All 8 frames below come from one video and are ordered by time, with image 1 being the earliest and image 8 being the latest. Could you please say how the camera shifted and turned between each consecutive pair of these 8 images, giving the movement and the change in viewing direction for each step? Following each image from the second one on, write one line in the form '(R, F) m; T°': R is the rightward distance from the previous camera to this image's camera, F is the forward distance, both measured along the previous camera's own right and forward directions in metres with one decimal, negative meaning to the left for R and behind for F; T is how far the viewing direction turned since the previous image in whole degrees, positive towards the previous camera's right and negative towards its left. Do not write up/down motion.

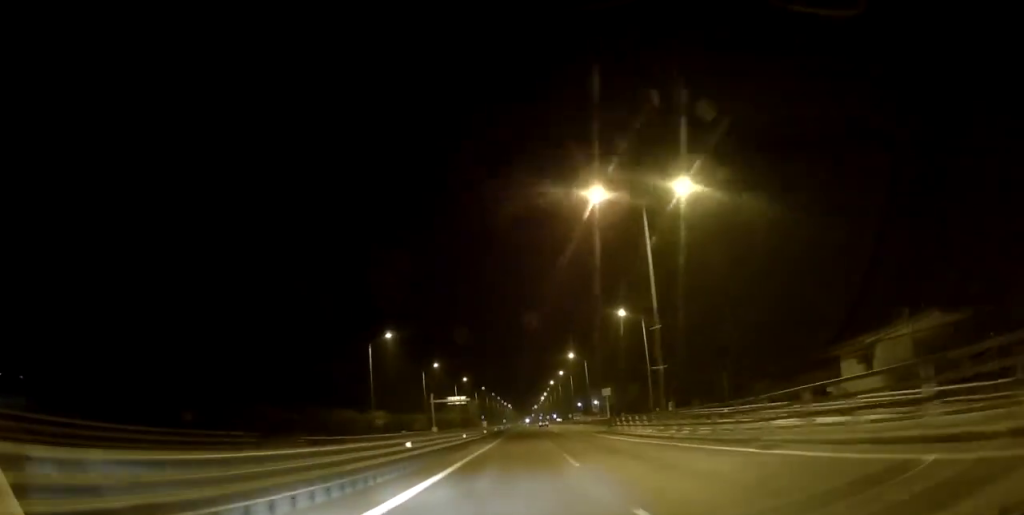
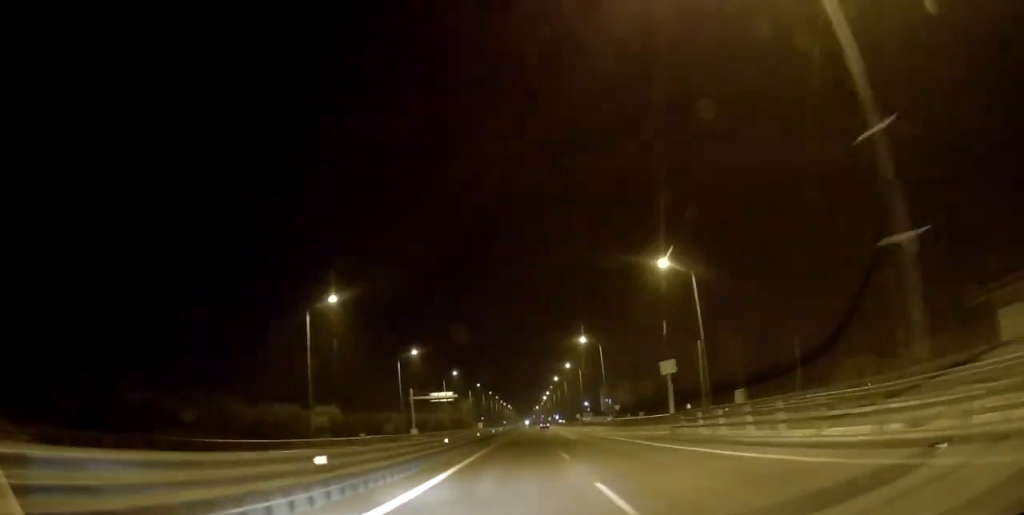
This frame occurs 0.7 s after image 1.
(+0.2, +20.5) m; 0°
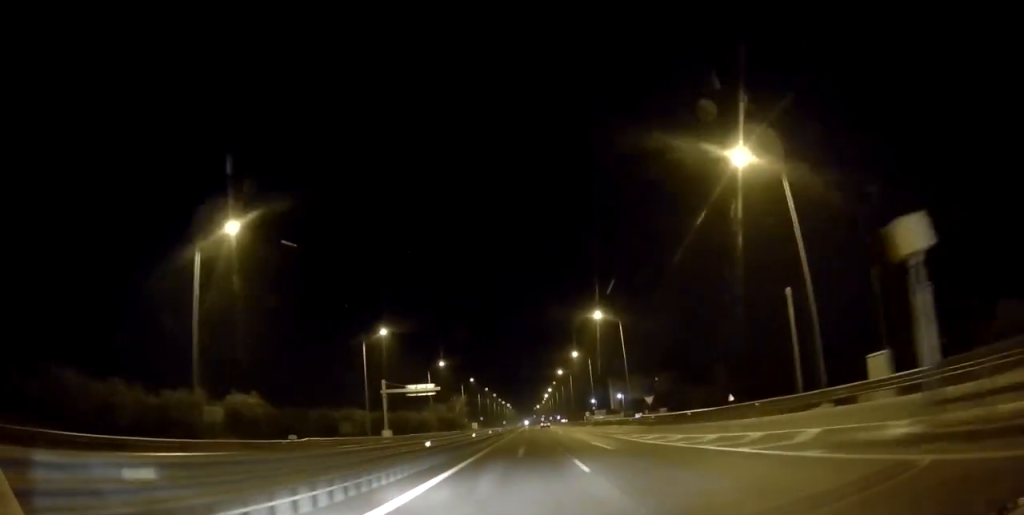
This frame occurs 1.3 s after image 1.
(0.0, +18.1) m; 0°
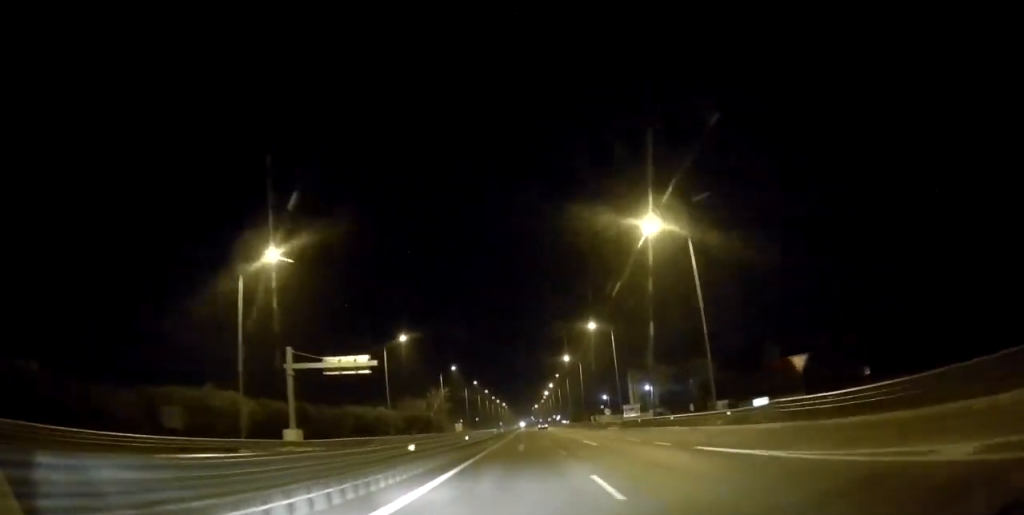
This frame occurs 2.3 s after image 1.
(-0.3, +29.5) m; 0°
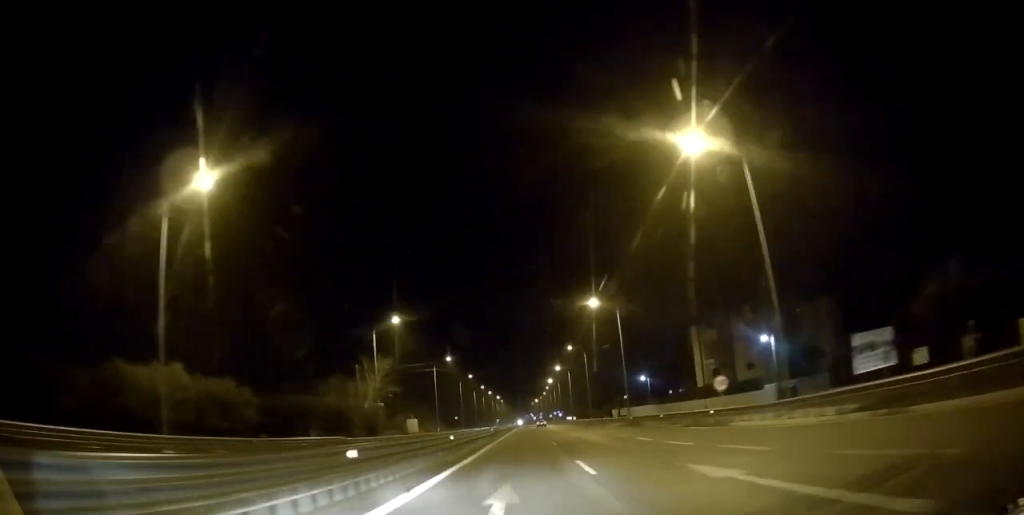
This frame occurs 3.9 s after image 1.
(0.0, +45.8) m; 0°
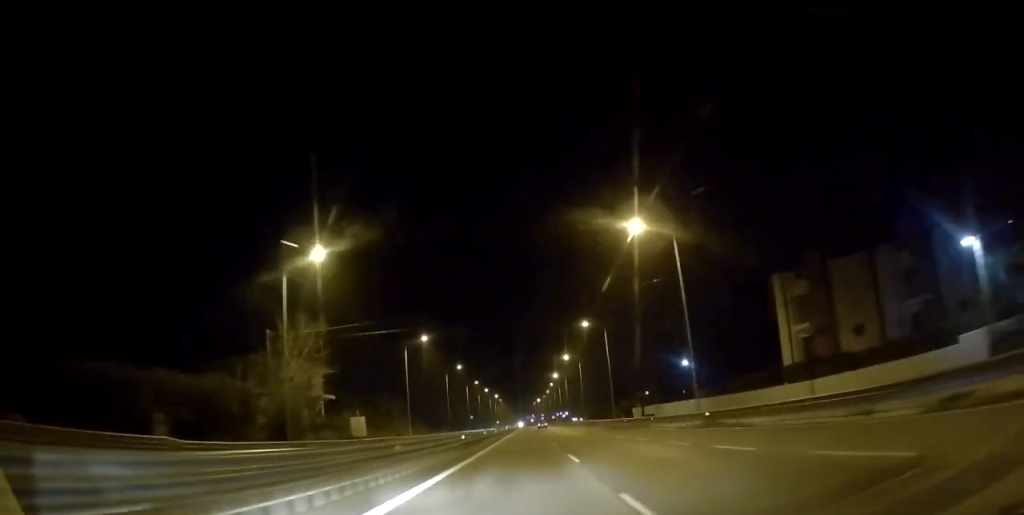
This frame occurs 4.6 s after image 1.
(+0.2, +23.2) m; 0°
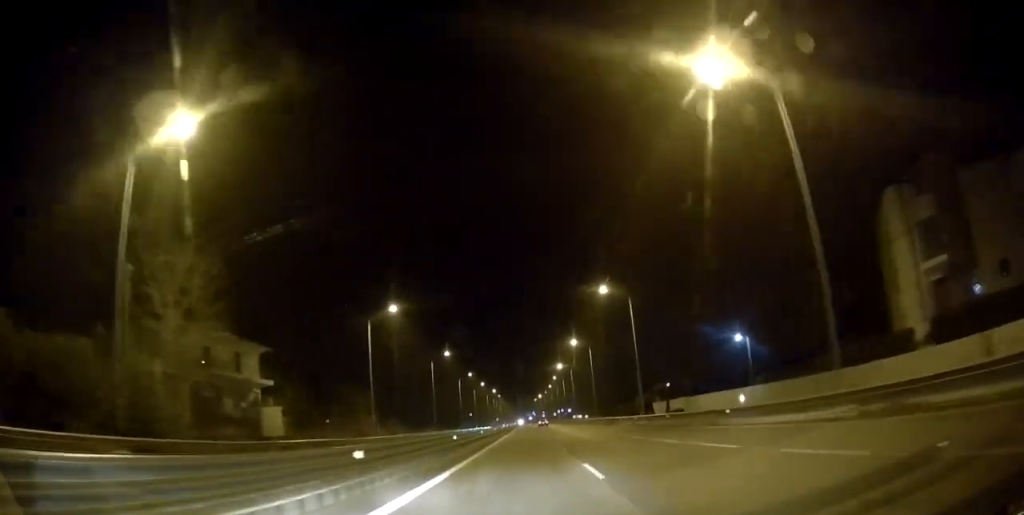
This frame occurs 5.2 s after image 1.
(+0.2, +16.7) m; 0°
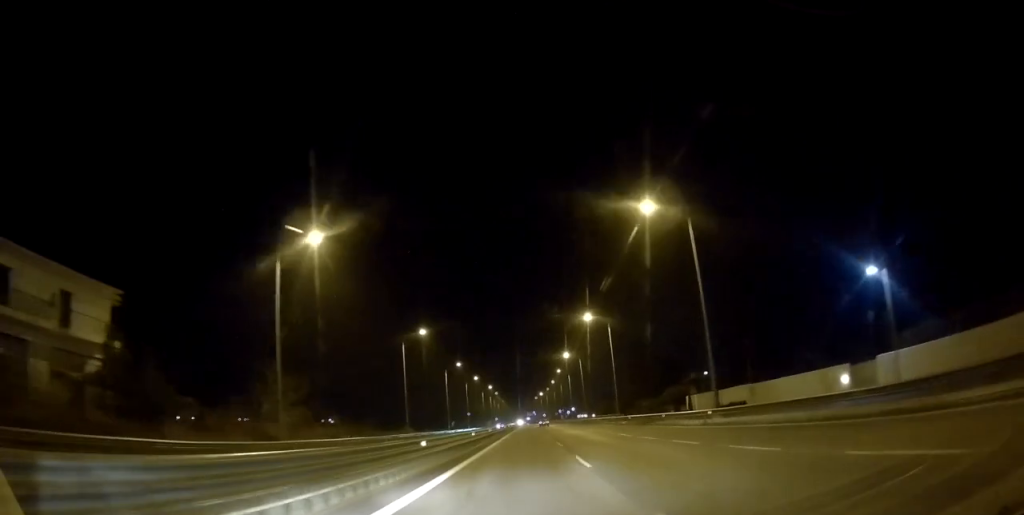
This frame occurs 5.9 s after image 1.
(-0.5, +20.7) m; 0°
